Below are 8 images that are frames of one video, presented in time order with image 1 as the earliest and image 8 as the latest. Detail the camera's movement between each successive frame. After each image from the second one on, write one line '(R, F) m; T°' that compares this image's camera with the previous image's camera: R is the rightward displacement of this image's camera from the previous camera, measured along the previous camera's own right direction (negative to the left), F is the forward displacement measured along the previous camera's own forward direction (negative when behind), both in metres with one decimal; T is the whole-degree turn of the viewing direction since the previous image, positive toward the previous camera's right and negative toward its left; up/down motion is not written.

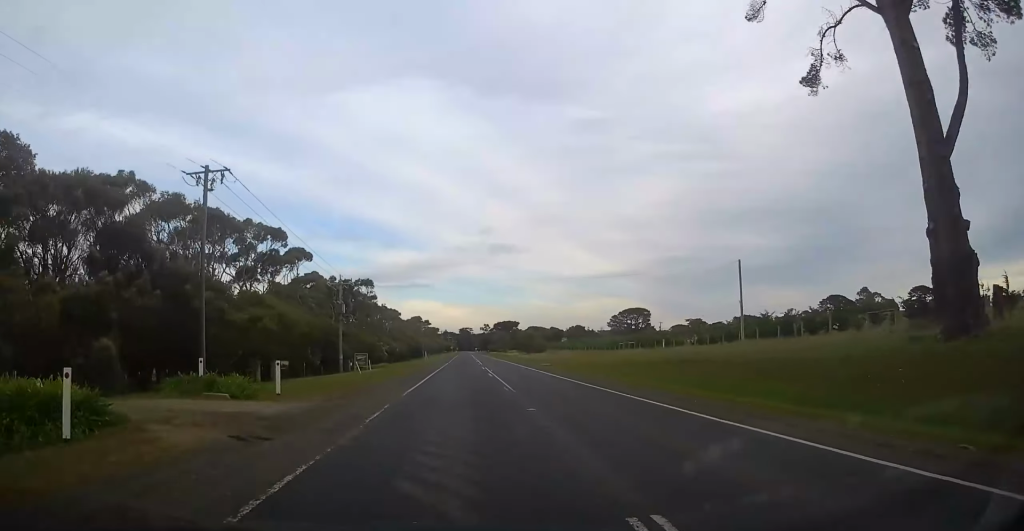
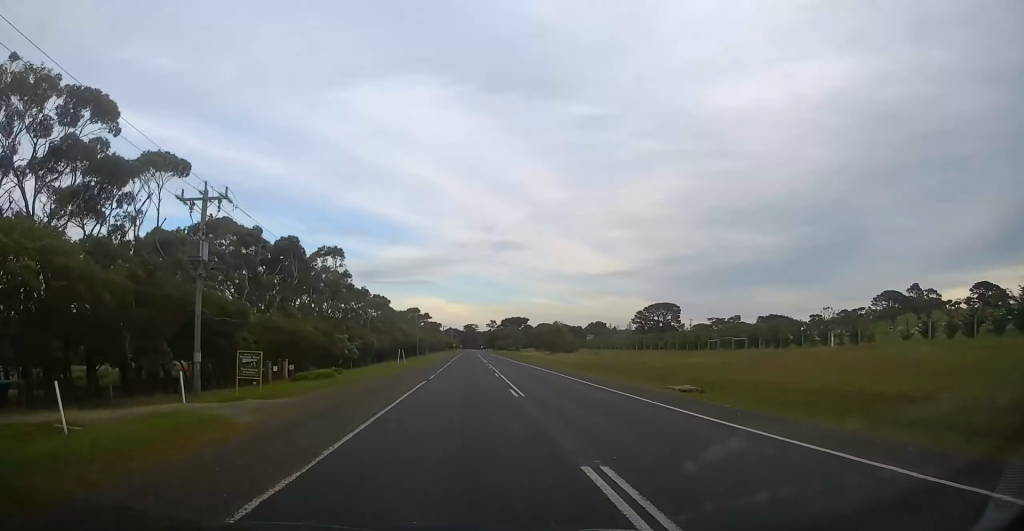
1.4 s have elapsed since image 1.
(-0.5, +39.2) m; -1°
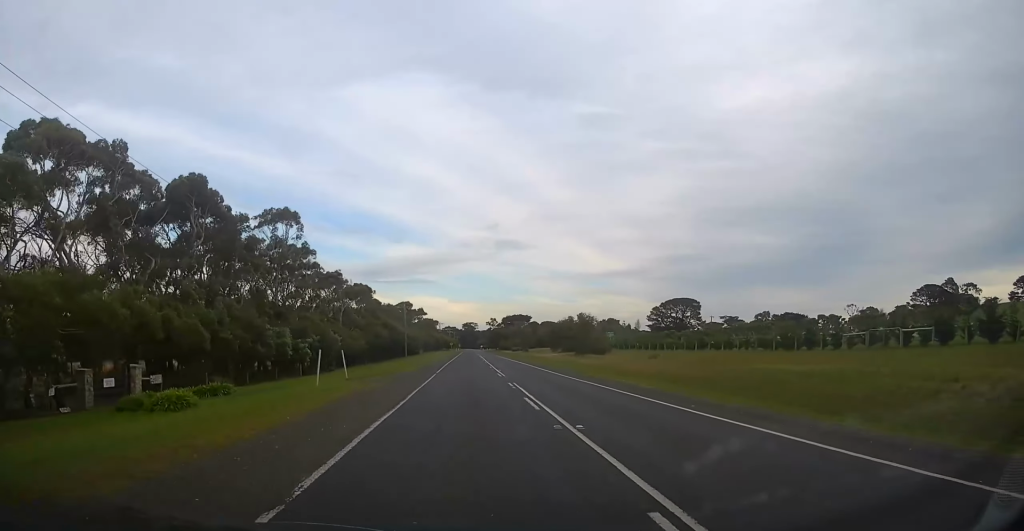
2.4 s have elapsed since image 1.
(0.0, +26.3) m; -1°
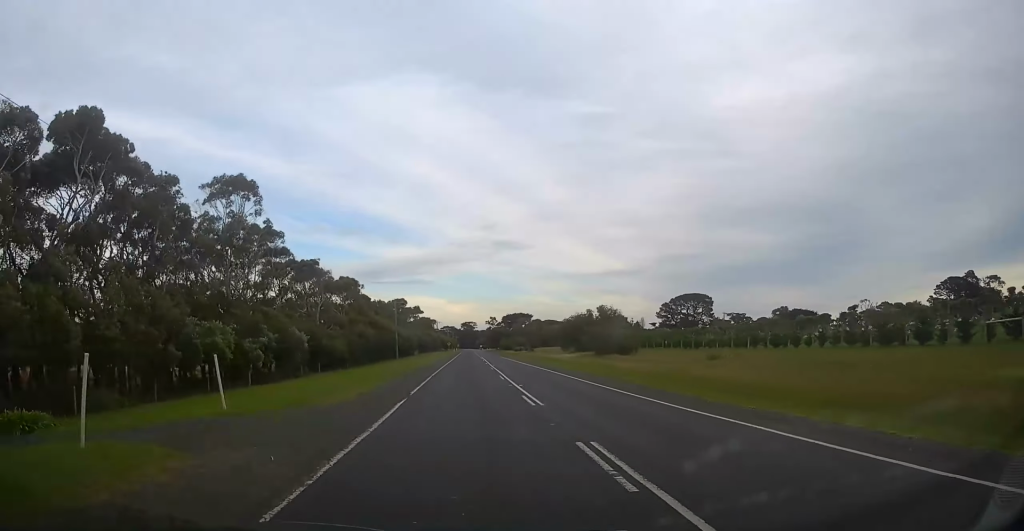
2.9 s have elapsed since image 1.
(0.0, +14.2) m; 0°
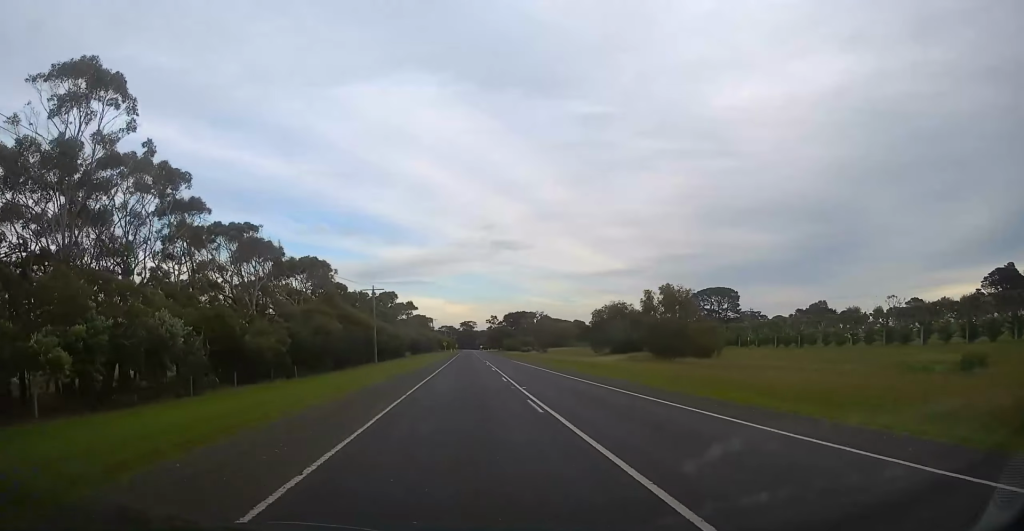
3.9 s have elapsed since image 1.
(-0.3, +25.8) m; 0°
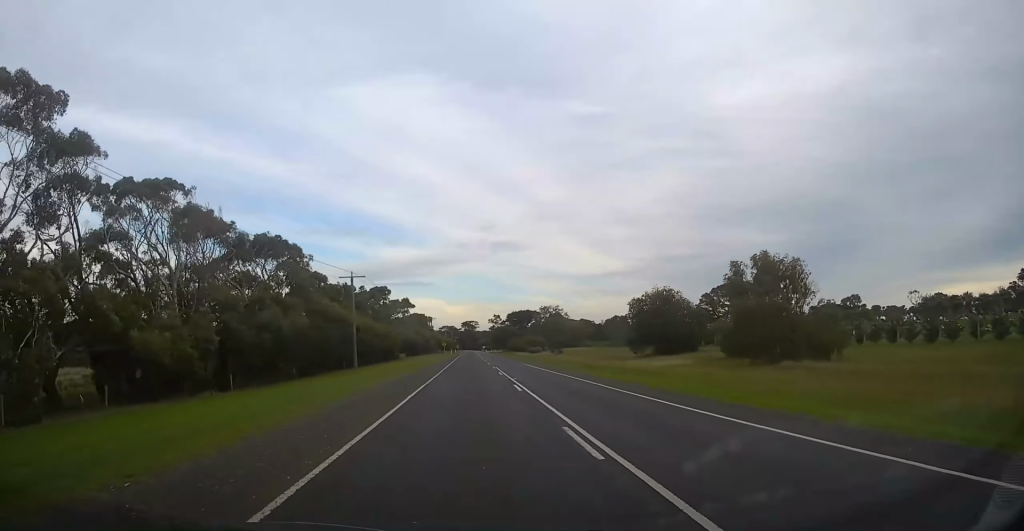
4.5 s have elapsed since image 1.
(+0.3, +16.7) m; +1°
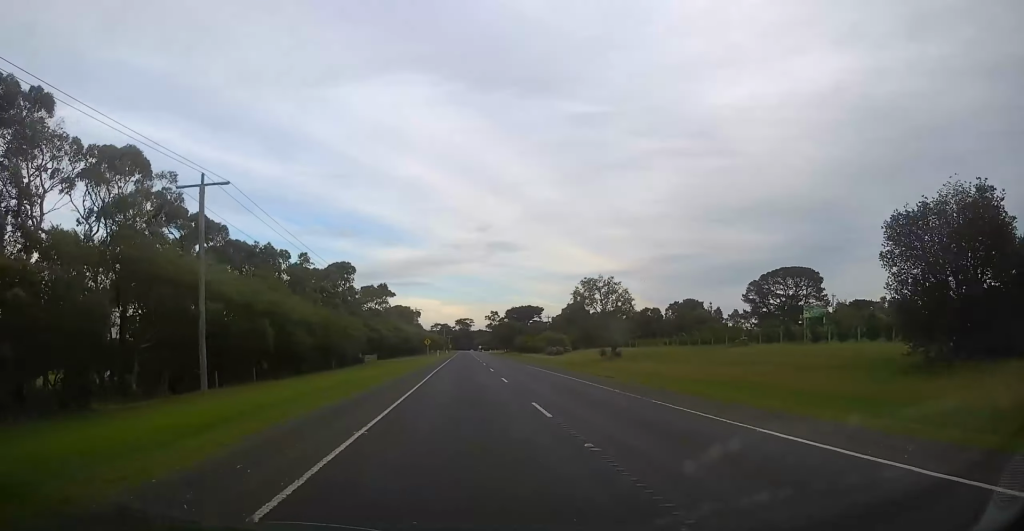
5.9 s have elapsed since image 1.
(+0.2, +40.2) m; +1°
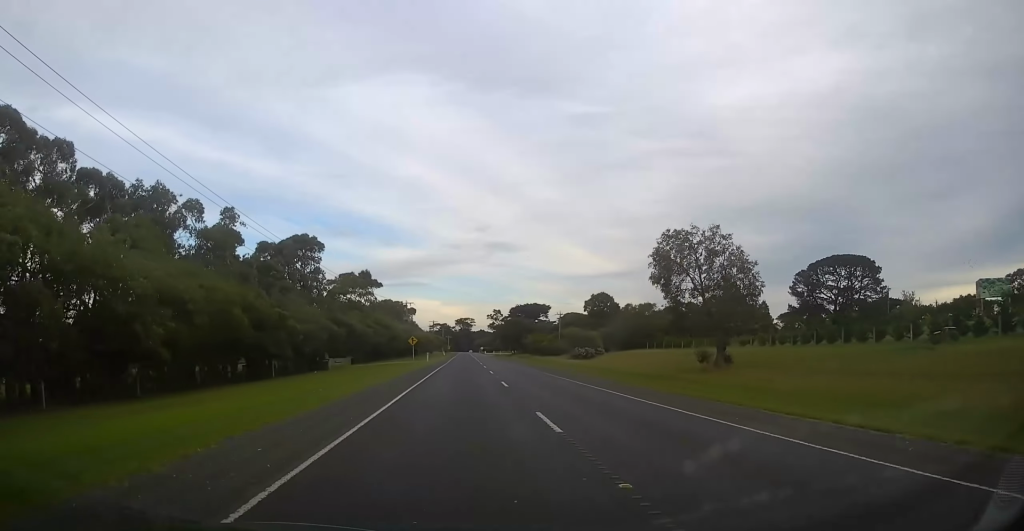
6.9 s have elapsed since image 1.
(+0.1, +25.3) m; +1°
